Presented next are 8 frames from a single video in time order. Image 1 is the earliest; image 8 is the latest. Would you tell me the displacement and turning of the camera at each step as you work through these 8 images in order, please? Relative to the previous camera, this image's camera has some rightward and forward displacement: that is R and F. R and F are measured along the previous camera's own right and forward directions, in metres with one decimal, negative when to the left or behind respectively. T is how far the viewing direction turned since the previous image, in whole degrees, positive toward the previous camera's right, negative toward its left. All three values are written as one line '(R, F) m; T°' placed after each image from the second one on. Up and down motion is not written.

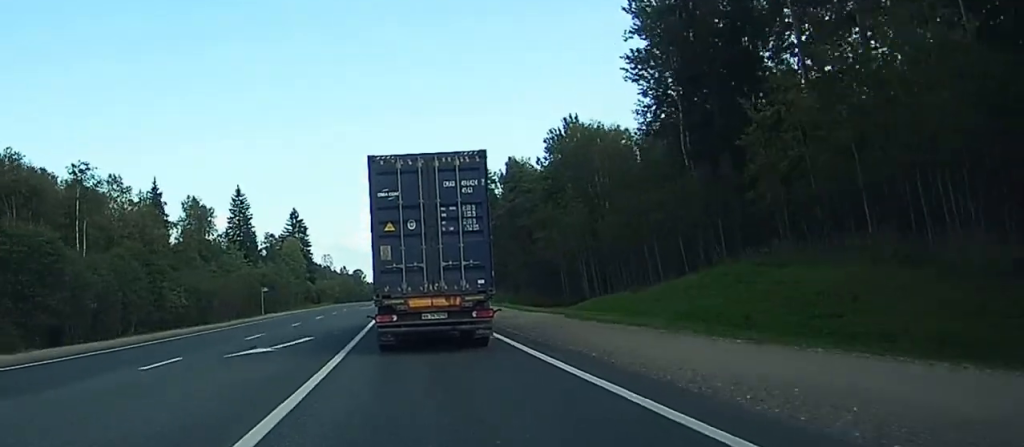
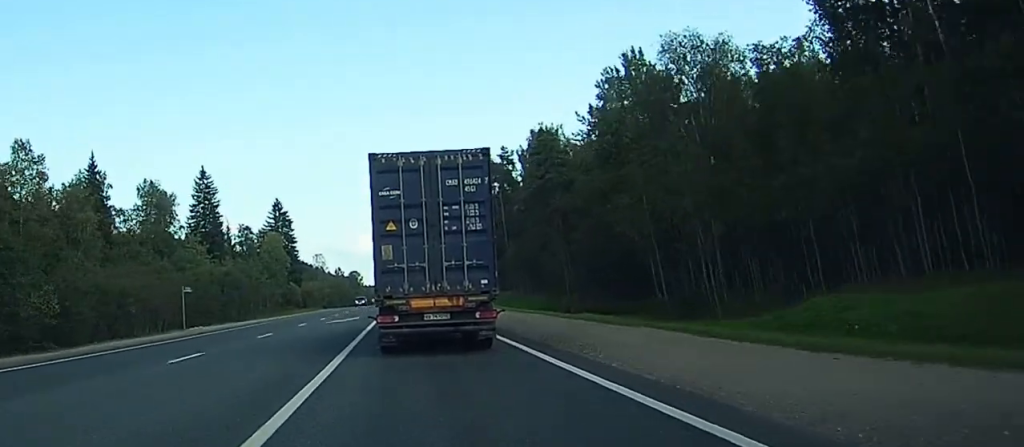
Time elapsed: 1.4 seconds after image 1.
(0.0, +33.5) m; 0°
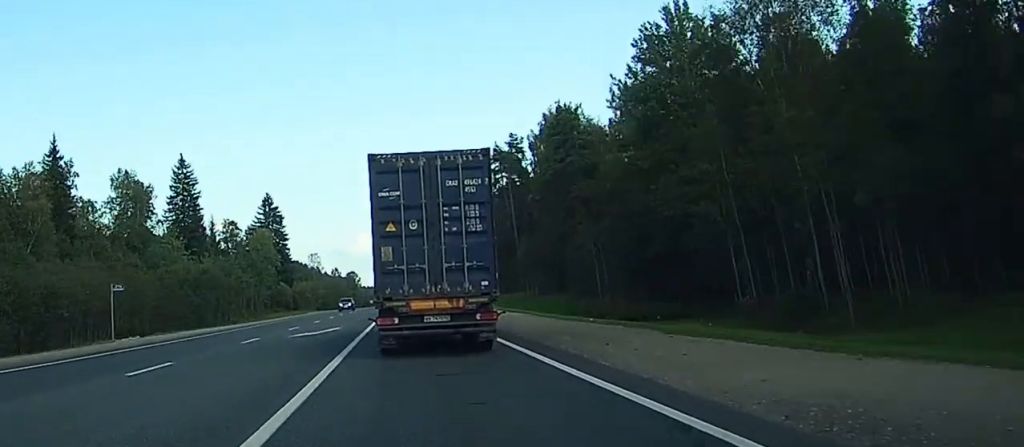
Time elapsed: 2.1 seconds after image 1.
(0.0, +14.8) m; 0°
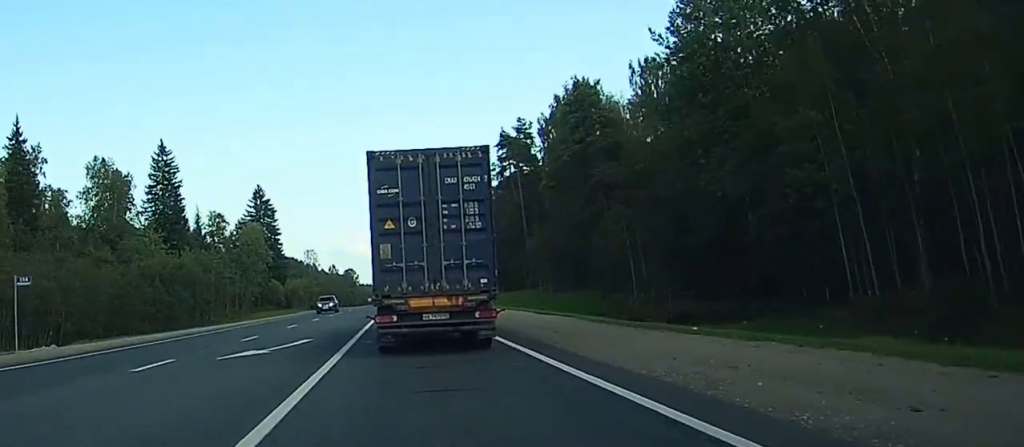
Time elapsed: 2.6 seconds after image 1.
(+0.1, +11.7) m; 0°
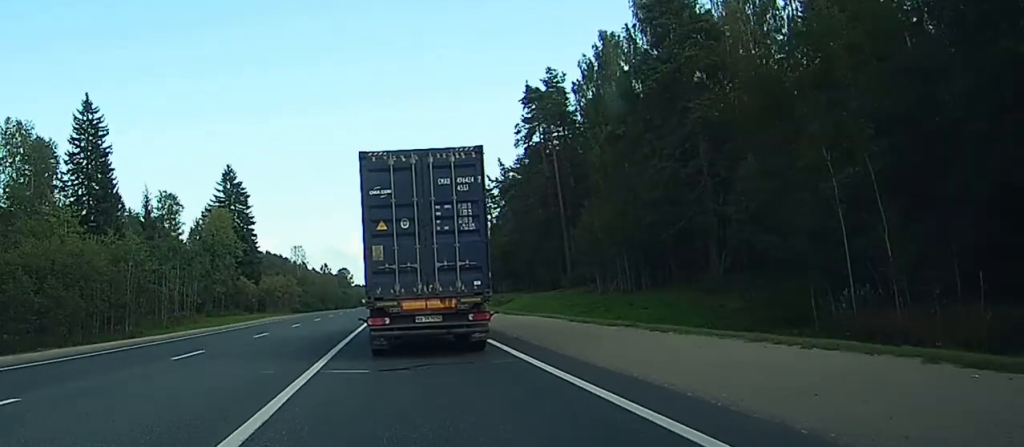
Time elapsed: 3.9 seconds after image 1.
(-0.1, +31.9) m; -1°
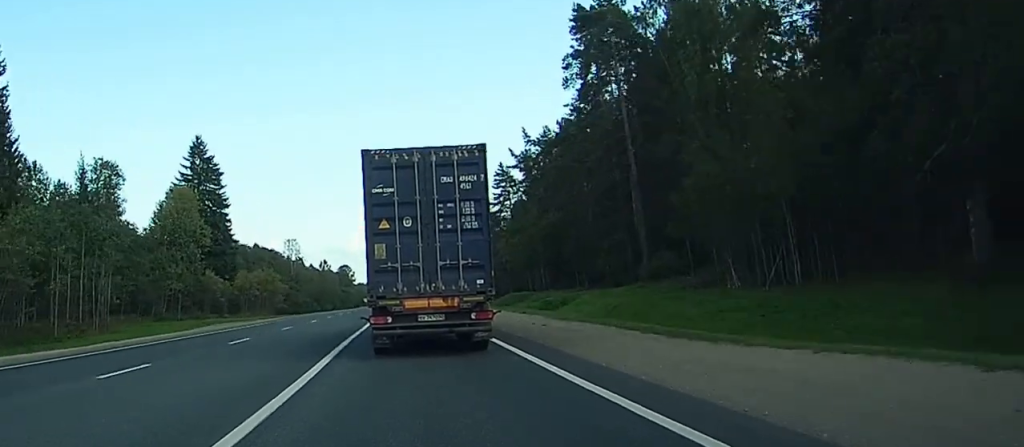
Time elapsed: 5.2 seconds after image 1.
(0.0, +29.5) m; 0°
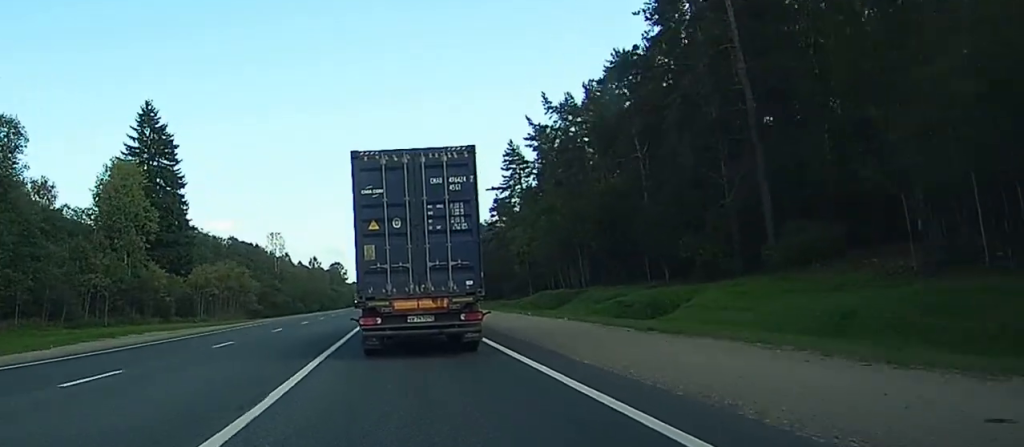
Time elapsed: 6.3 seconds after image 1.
(+0.1, +25.6) m; +1°
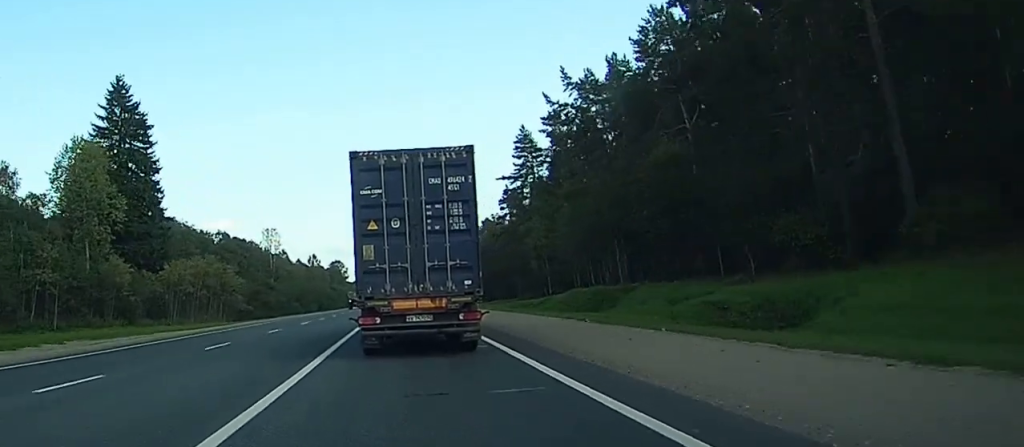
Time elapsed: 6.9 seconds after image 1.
(-0.1, +13.1) m; +1°
